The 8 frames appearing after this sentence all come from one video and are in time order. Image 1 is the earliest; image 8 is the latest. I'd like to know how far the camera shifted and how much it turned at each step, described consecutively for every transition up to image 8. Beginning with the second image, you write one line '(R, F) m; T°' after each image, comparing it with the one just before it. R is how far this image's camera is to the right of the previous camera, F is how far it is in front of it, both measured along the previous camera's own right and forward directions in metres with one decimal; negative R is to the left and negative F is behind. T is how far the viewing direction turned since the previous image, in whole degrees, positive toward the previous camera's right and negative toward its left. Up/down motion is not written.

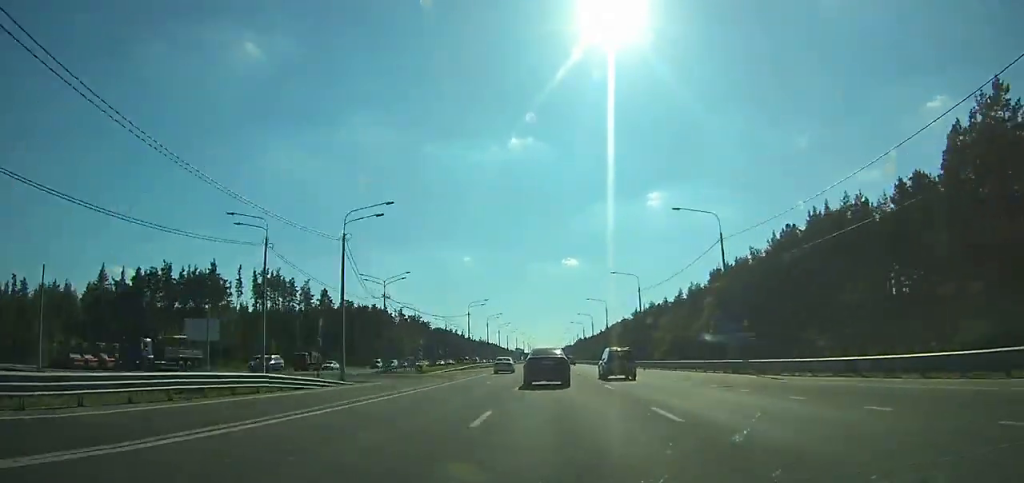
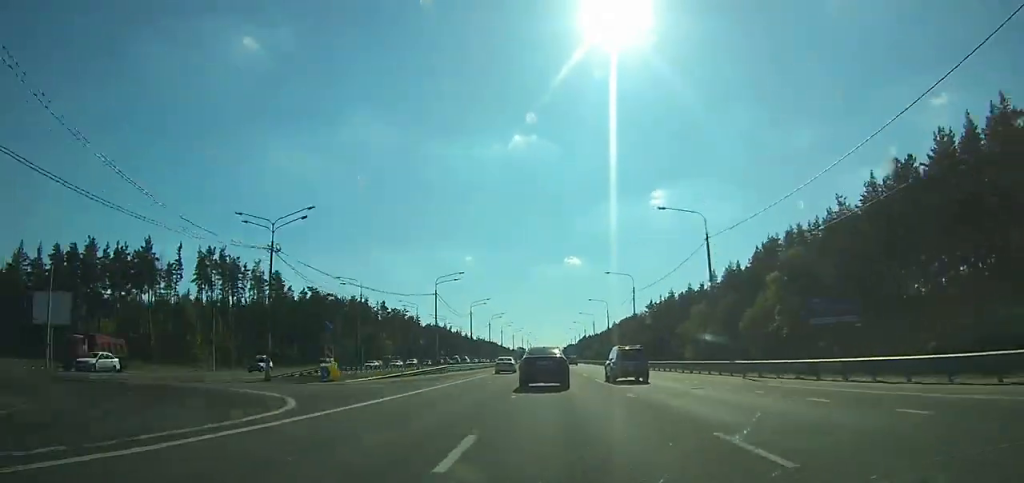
(-0.1, +29.1) m; 0°
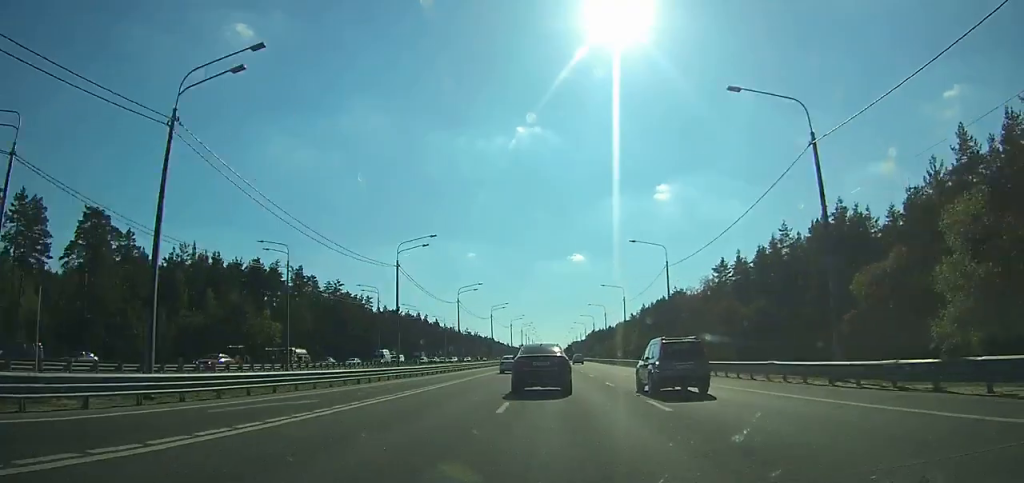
(-0.2, +77.9) m; 0°
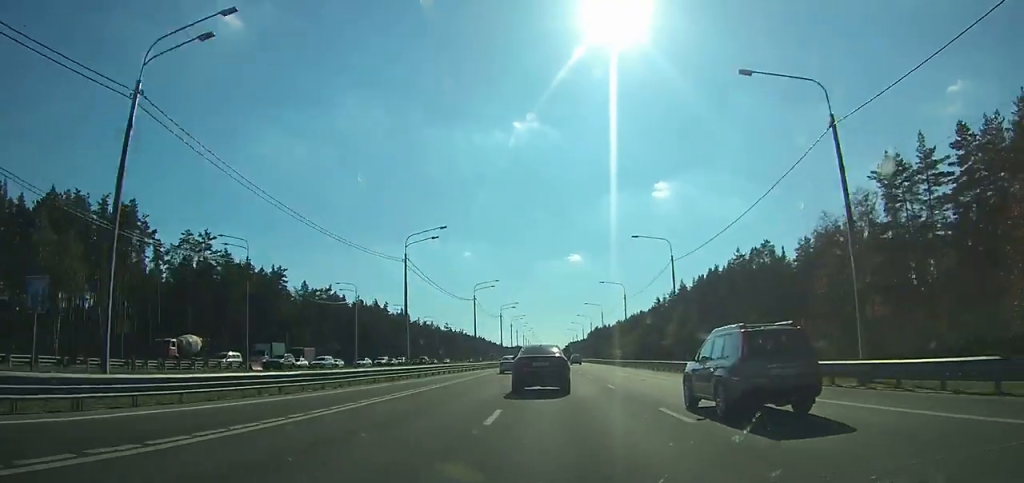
(+0.1, +62.9) m; 0°
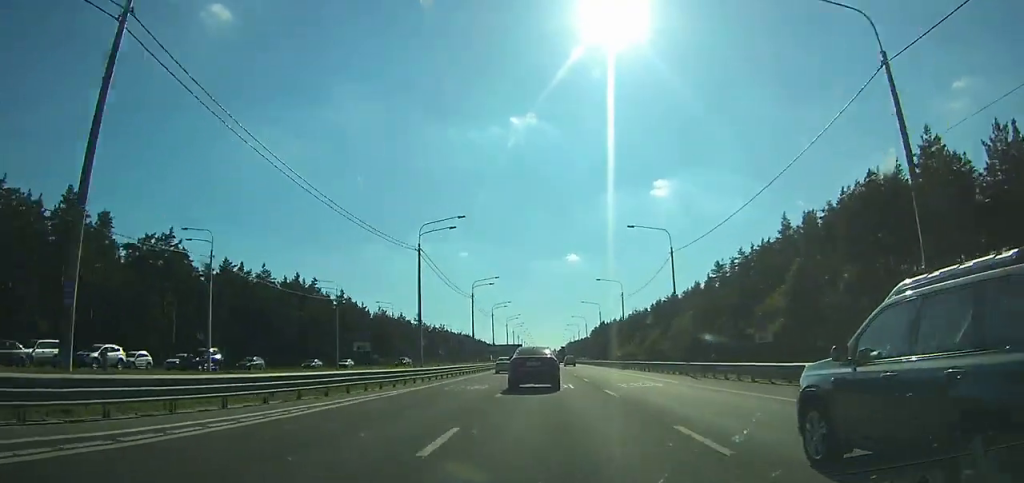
(-0.1, +62.4) m; 0°
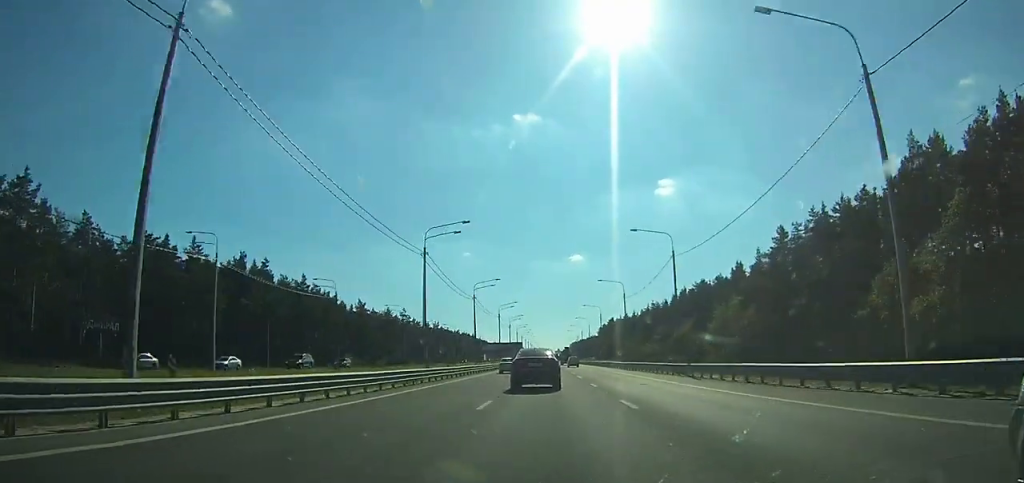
(0.0, +28.1) m; 0°
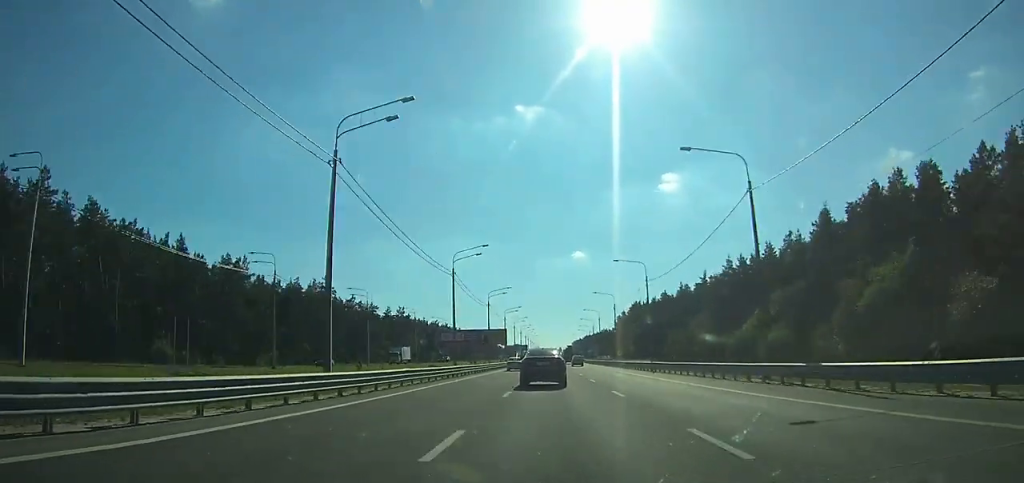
(0.0, +79.9) m; 0°
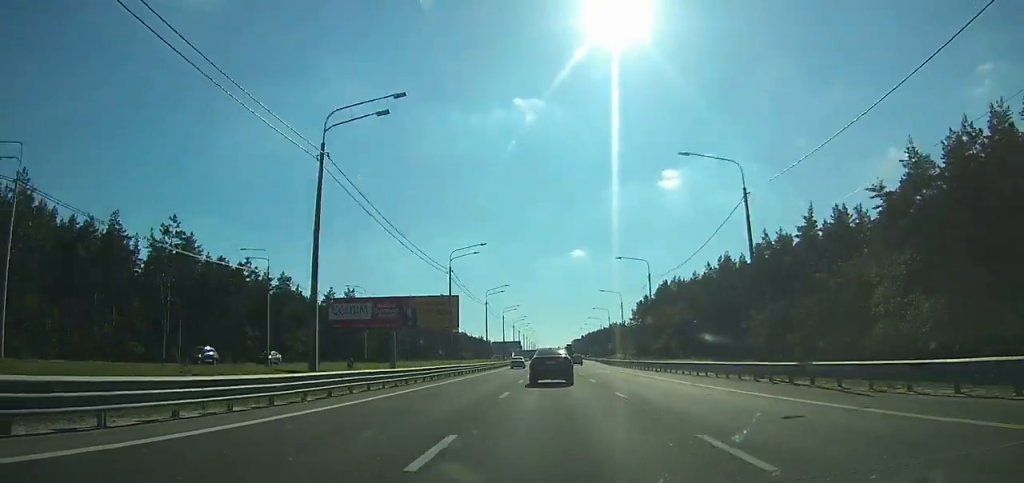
(-0.3, +61.9) m; 0°
